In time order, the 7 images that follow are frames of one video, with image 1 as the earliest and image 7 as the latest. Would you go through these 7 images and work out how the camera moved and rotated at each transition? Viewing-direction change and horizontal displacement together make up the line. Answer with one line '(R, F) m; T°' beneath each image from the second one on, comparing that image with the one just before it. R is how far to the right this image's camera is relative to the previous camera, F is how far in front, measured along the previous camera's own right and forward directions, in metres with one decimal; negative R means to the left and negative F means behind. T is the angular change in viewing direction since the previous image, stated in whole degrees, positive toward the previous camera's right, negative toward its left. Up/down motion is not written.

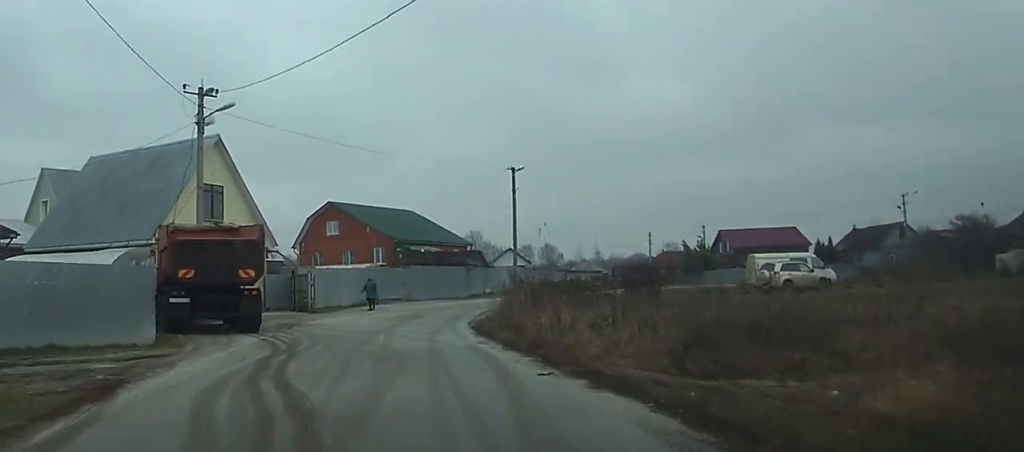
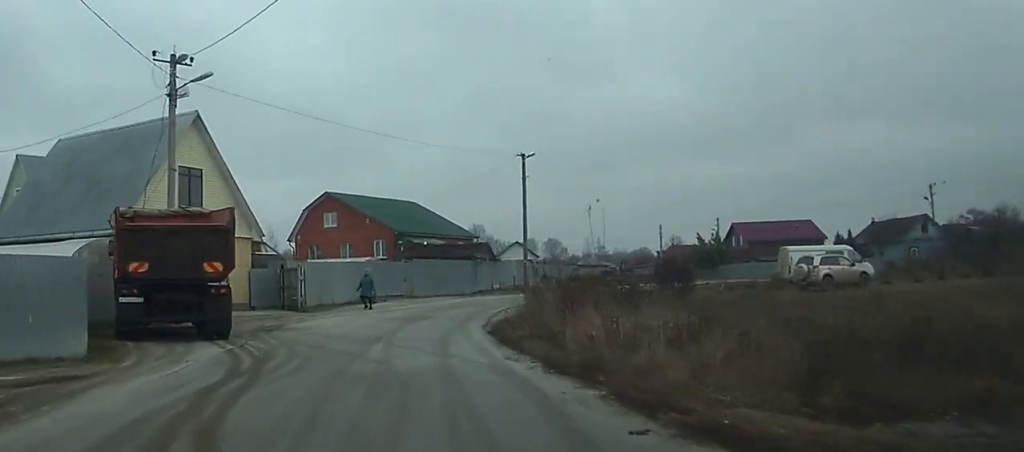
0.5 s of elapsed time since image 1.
(0.0, +4.3) m; 0°
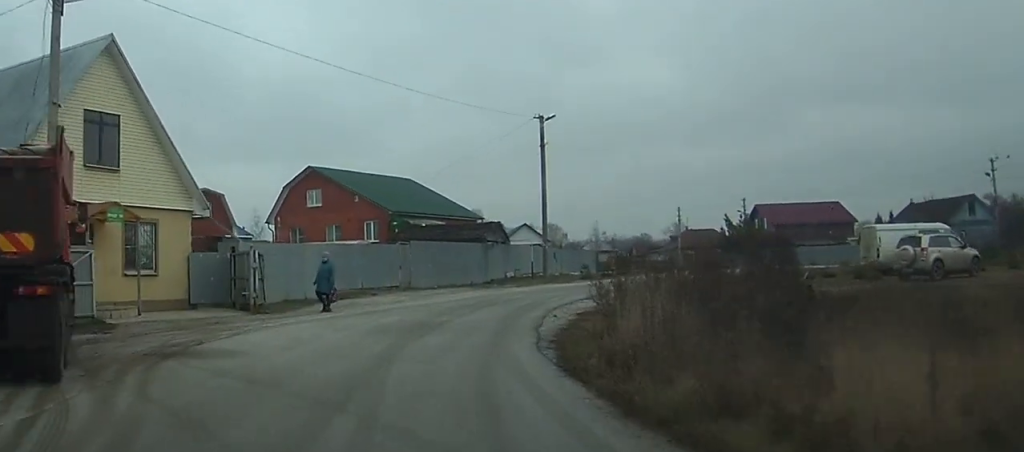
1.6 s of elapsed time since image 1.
(0.0, +9.6) m; +1°
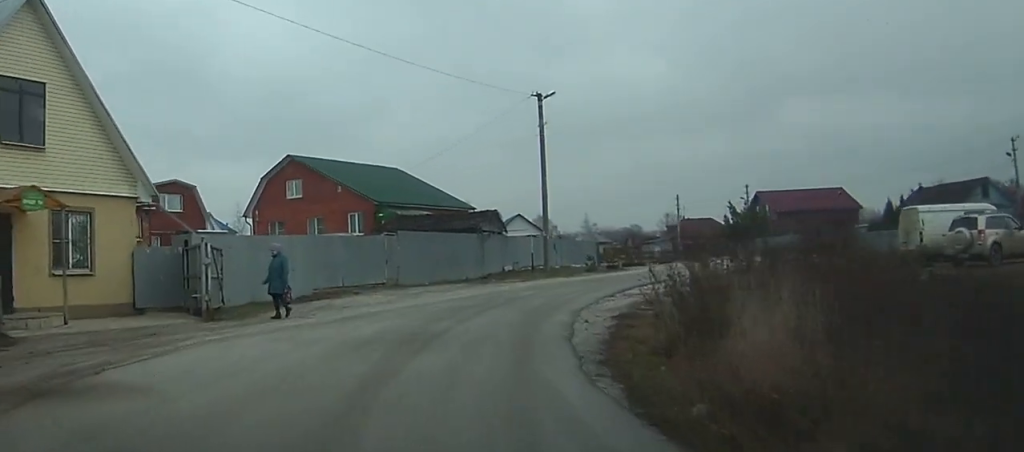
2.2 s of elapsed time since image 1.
(+0.1, +4.4) m; +1°
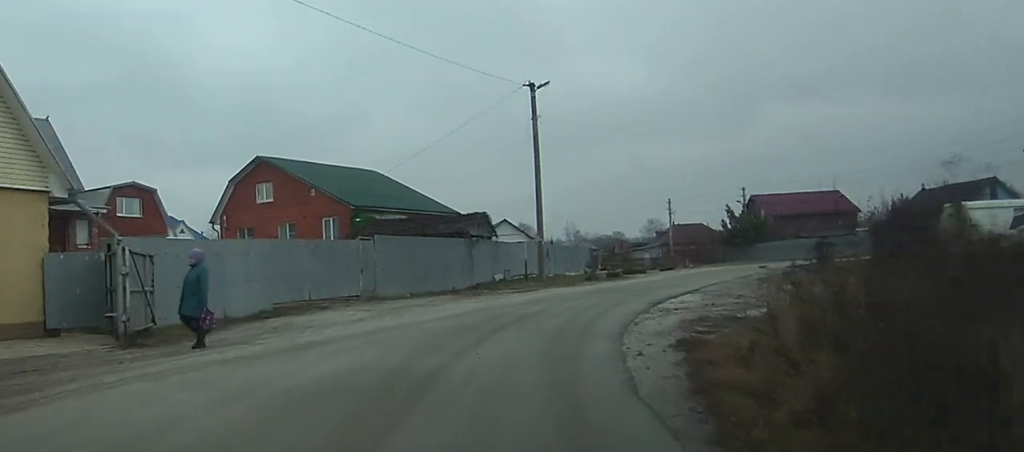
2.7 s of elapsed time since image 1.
(0.0, +4.6) m; +1°
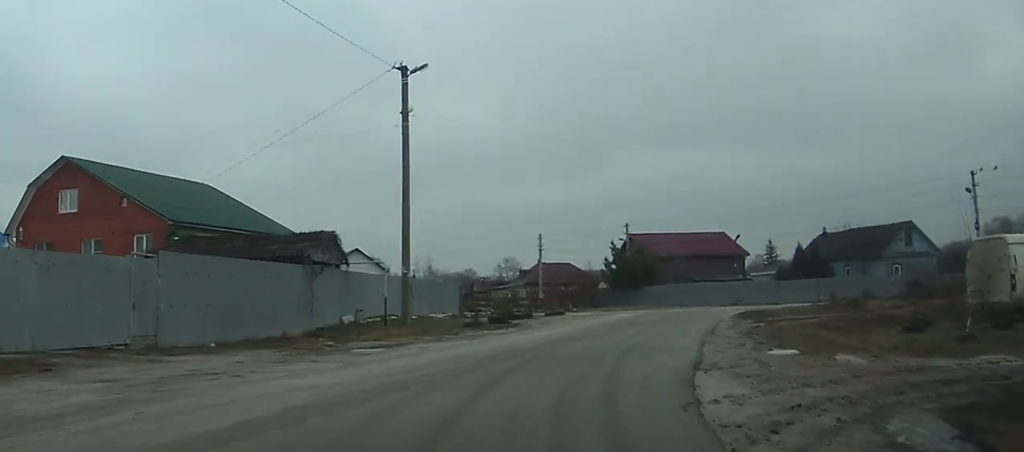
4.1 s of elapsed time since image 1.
(+0.4, +10.6) m; +6°
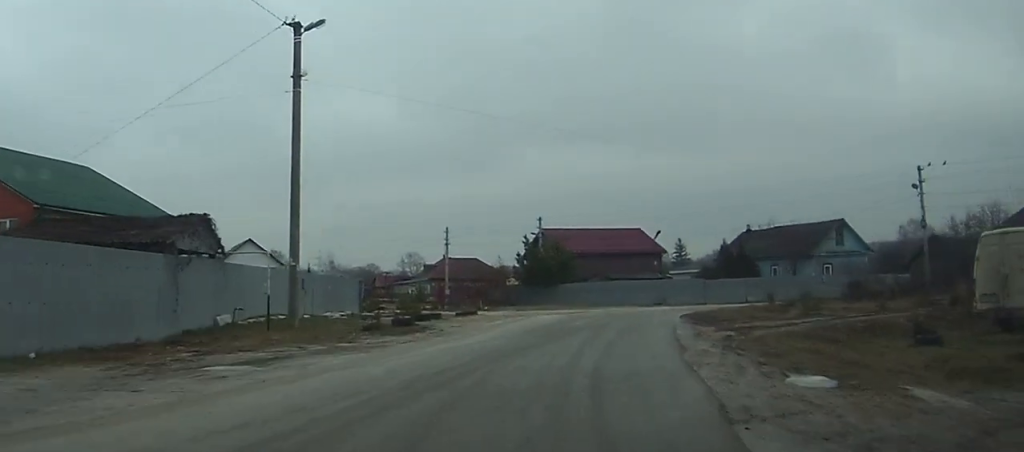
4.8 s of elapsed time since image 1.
(+0.1, +4.9) m; +5°
